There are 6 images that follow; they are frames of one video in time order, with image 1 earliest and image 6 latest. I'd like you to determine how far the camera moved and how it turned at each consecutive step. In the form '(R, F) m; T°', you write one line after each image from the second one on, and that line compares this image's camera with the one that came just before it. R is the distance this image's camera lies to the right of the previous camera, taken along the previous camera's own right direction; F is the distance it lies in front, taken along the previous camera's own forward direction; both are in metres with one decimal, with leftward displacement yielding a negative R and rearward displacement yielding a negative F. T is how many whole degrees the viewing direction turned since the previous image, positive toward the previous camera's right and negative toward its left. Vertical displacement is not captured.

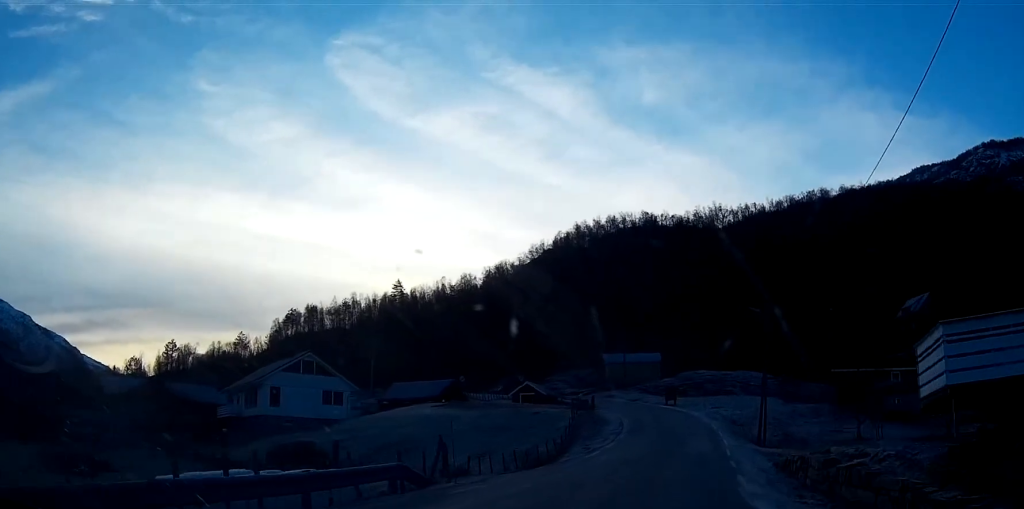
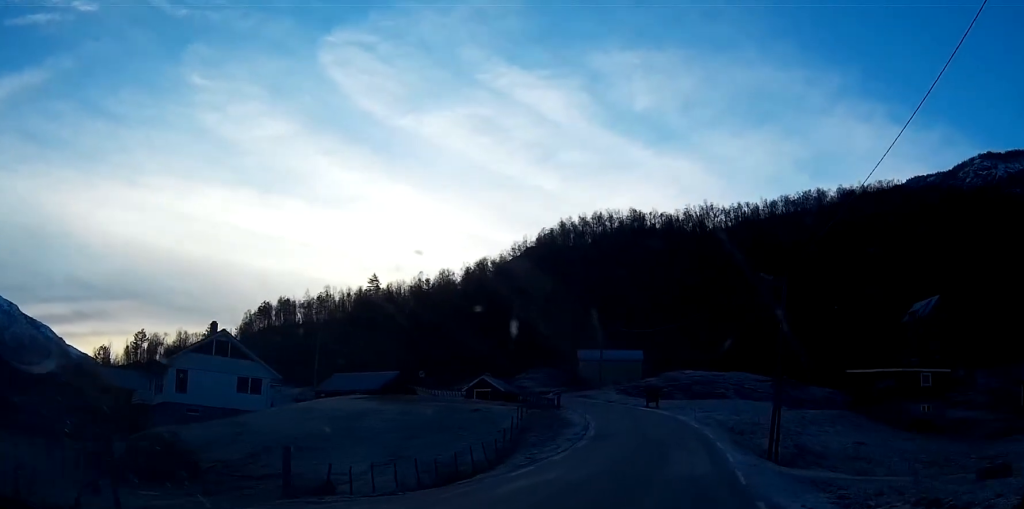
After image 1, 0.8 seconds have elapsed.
(+0.1, +12.6) m; 0°
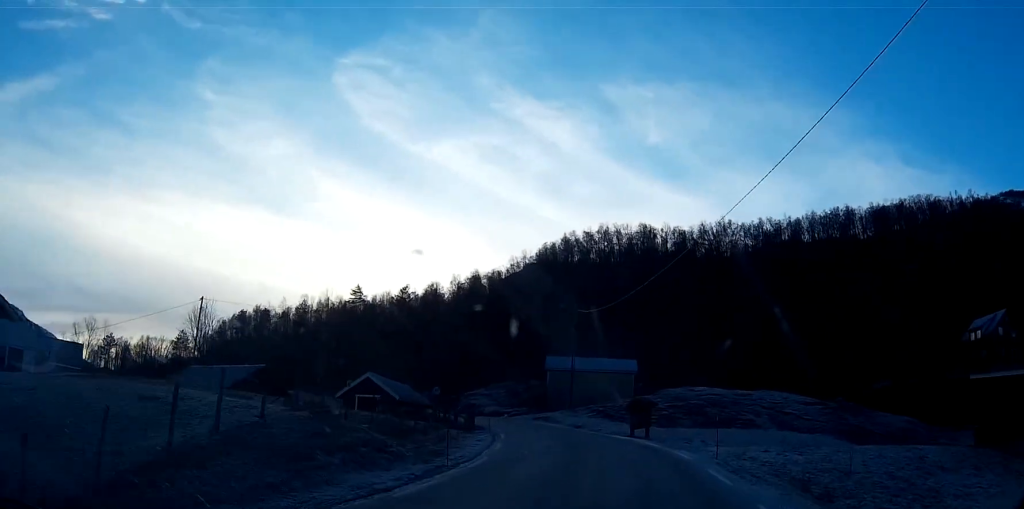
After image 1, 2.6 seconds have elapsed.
(-0.2, +26.7) m; -2°
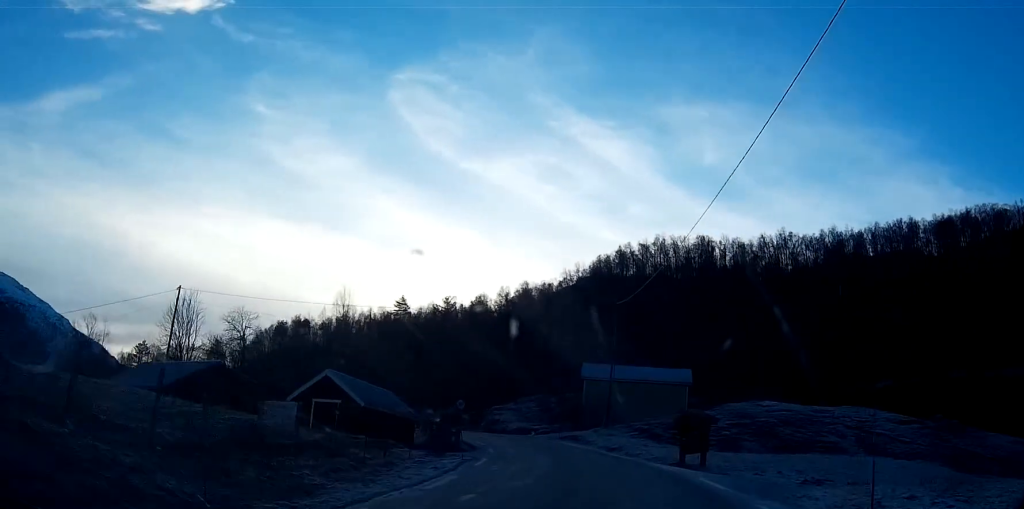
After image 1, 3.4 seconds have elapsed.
(+0.1, +11.6) m; -2°
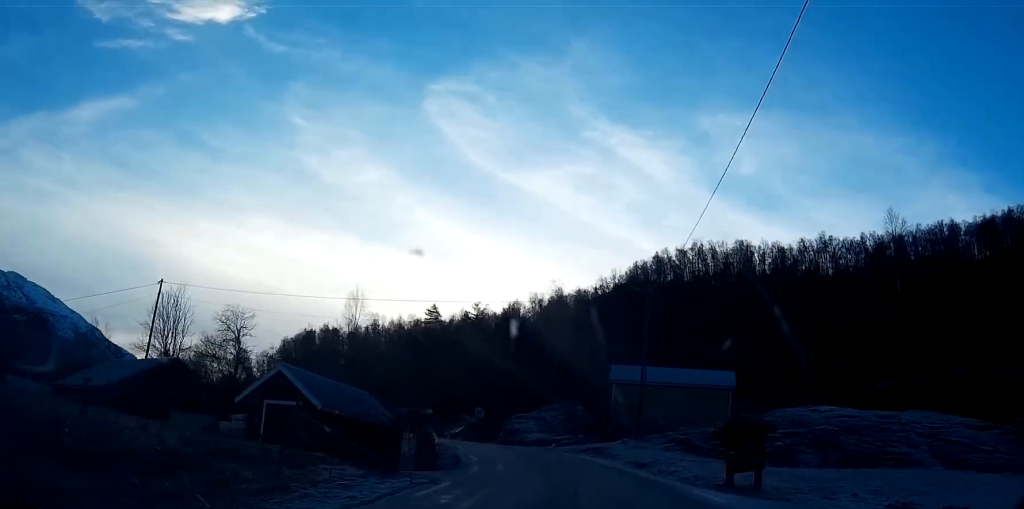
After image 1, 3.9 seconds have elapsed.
(-0.4, +6.8) m; -4°
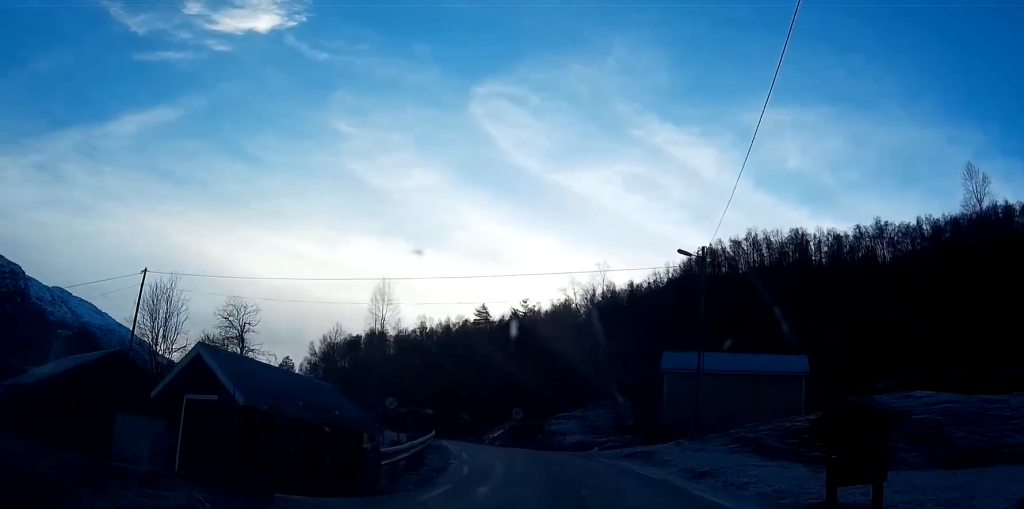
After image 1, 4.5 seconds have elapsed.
(0.0, +7.7) m; -5°
